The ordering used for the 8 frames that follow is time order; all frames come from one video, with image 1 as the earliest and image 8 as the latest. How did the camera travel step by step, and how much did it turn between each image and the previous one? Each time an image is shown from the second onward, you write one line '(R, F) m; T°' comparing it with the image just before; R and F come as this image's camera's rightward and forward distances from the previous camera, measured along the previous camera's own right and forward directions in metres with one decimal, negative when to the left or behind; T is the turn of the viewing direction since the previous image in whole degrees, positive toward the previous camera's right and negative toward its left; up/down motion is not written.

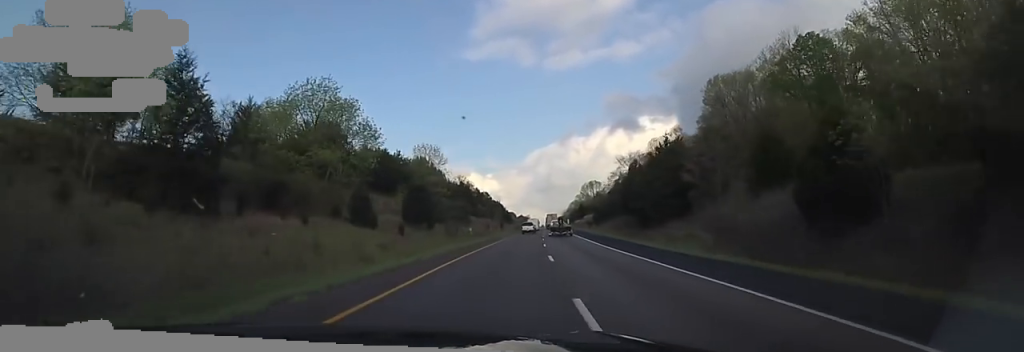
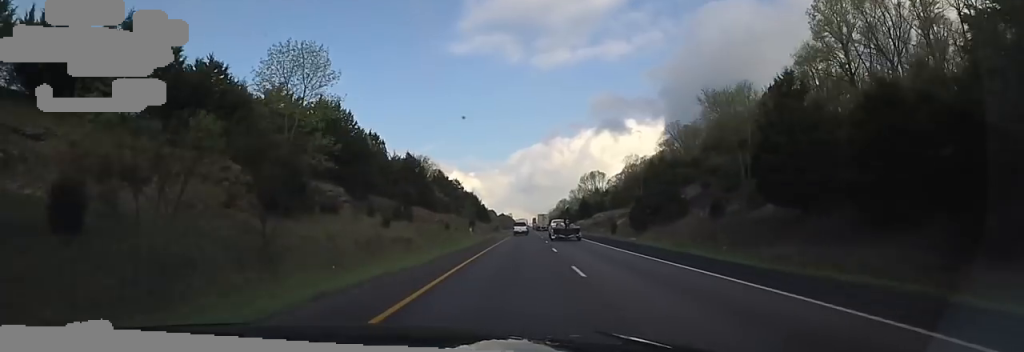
(+1.2, +41.4) m; +3°
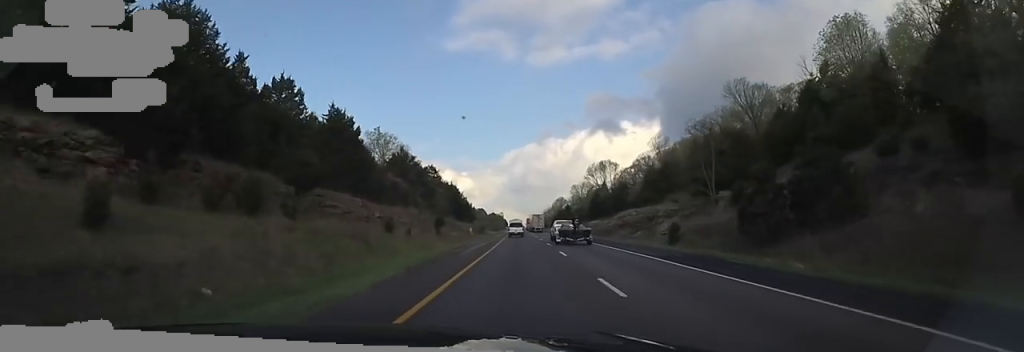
(+0.2, +27.8) m; +1°
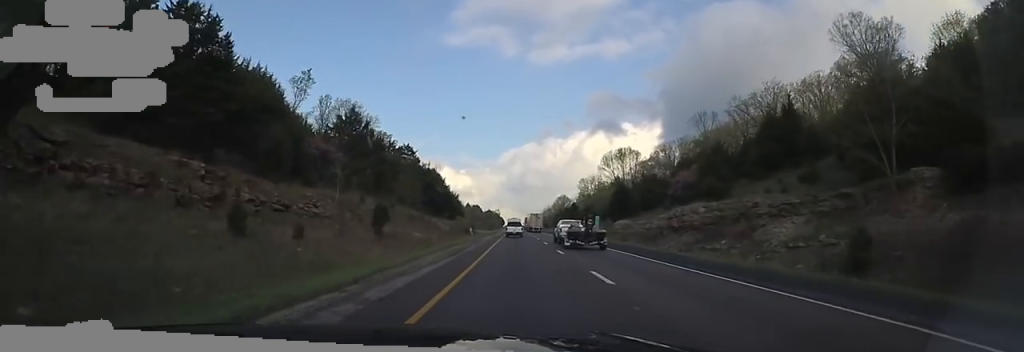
(+0.2, +21.9) m; +2°
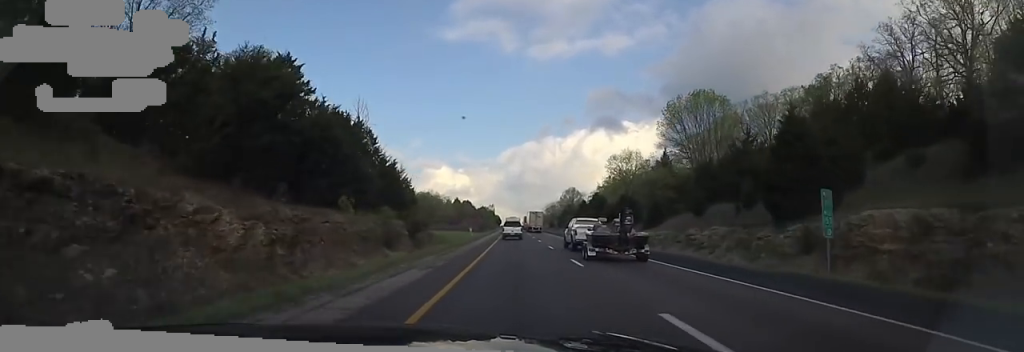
(+1.4, +43.2) m; +1°
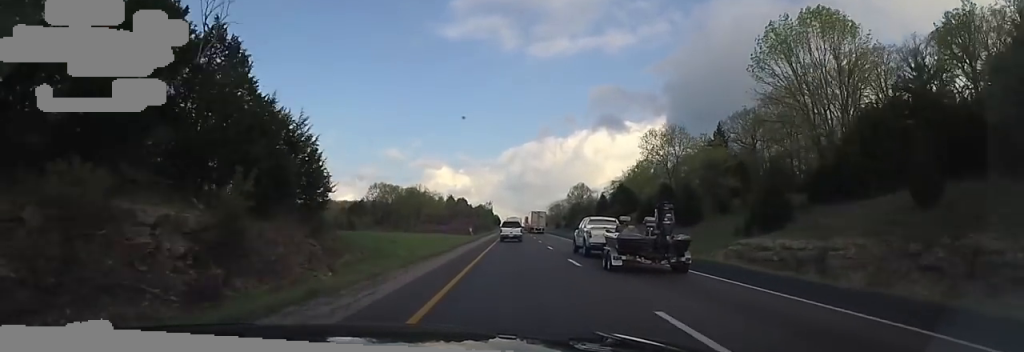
(-0.9, +23.9) m; +1°
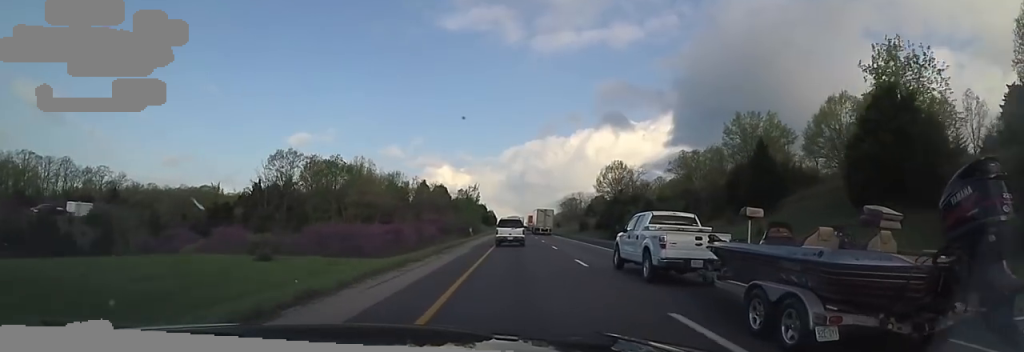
(+0.1, +59.8) m; -2°
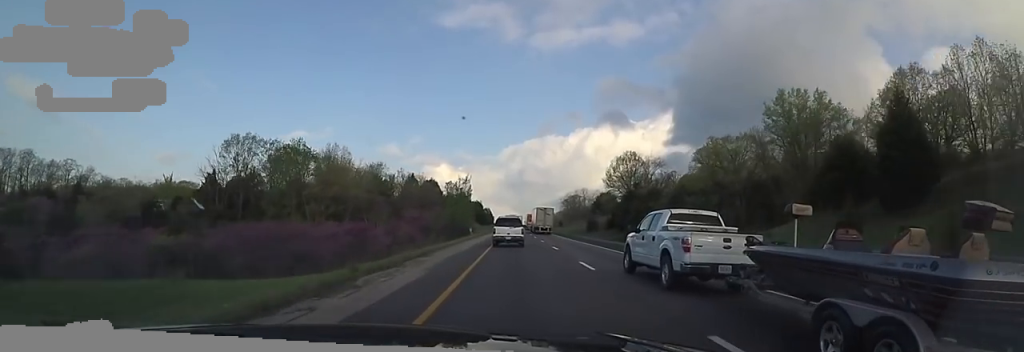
(+0.2, +13.5) m; 0°
